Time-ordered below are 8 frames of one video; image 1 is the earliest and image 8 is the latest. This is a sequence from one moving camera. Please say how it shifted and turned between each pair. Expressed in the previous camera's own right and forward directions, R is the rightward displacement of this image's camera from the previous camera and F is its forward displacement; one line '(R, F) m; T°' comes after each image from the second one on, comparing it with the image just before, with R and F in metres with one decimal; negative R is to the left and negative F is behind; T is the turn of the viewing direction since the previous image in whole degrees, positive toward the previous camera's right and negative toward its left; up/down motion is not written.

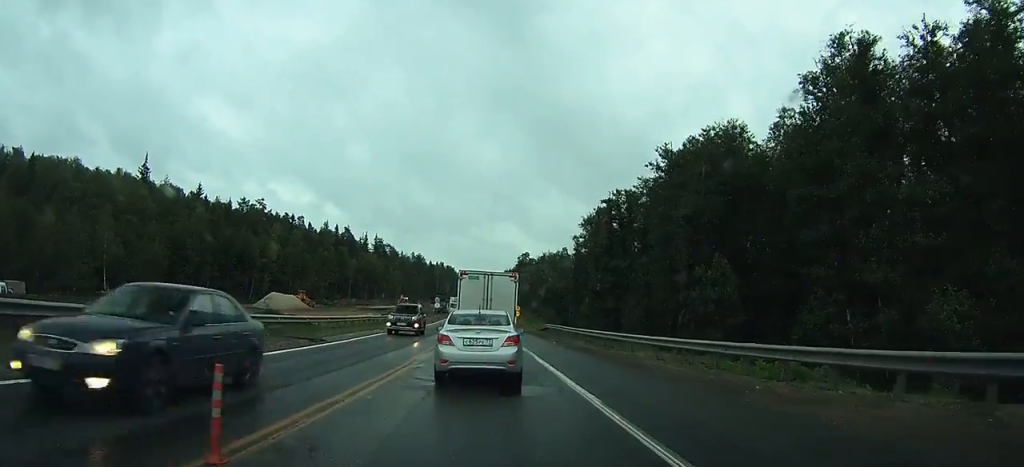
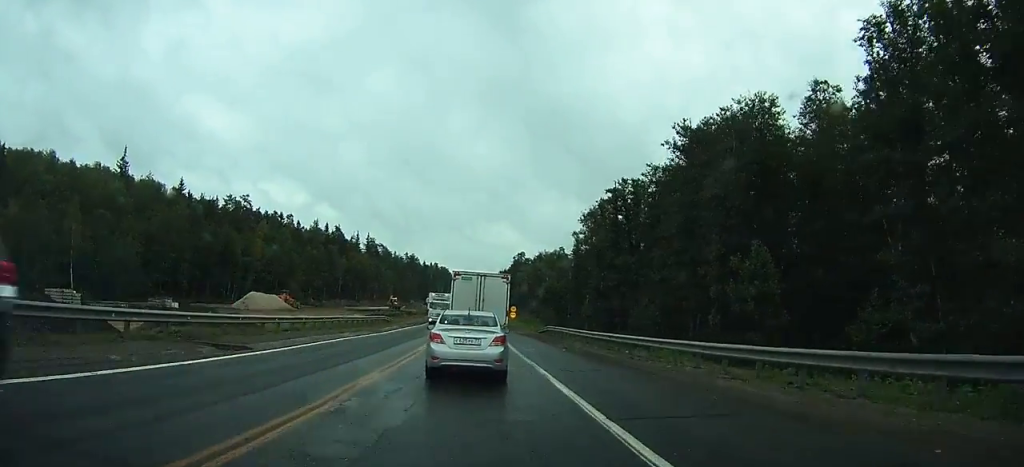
(0.0, +8.2) m; -1°
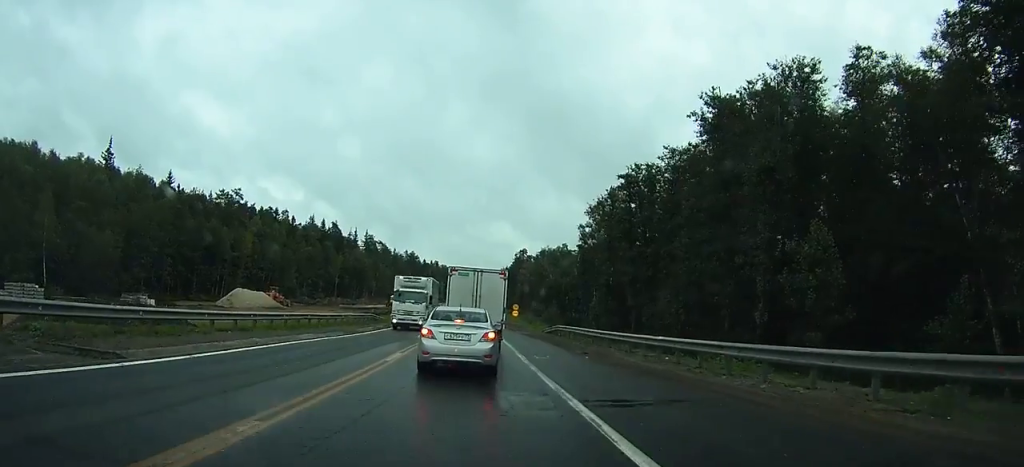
(-0.1, +7.4) m; 0°
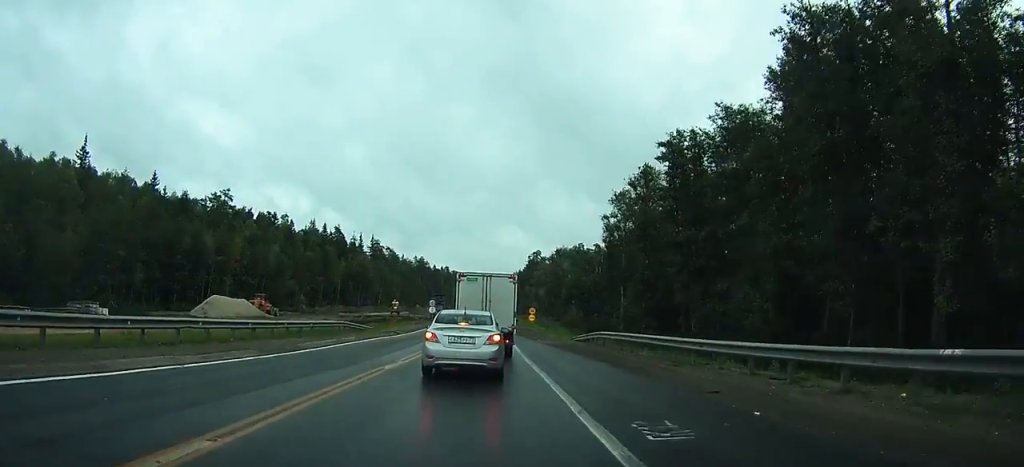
(-0.1, +14.8) m; -1°
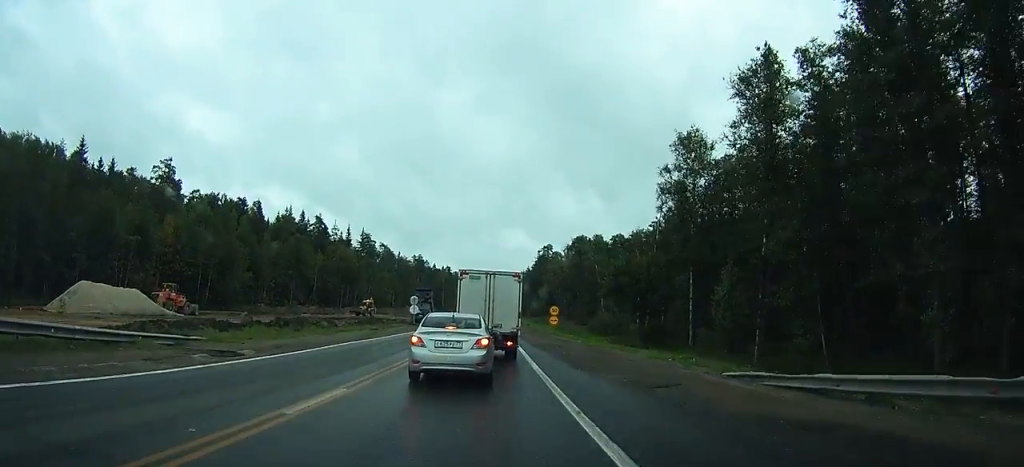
(-0.2, +31.5) m; 0°
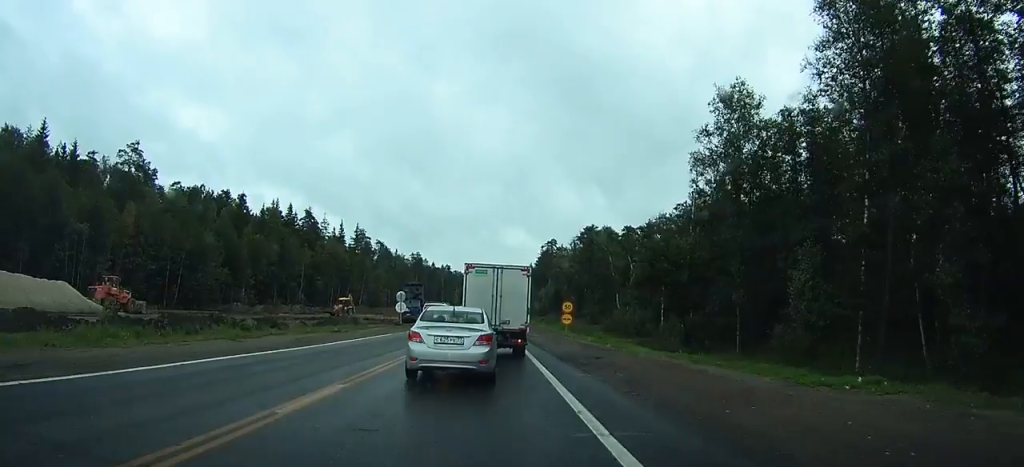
(+0.1, +12.4) m; +1°
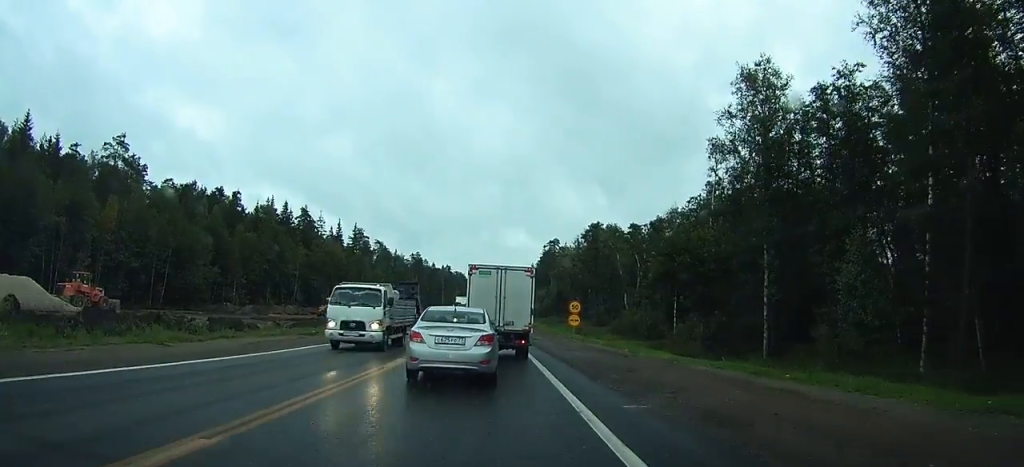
(0.0, +5.2) m; +1°
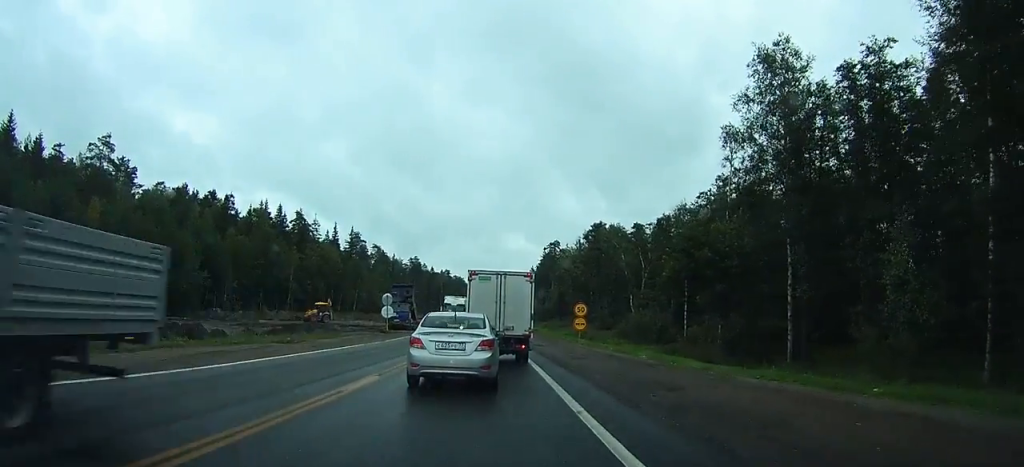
(0.0, +4.1) m; 0°
